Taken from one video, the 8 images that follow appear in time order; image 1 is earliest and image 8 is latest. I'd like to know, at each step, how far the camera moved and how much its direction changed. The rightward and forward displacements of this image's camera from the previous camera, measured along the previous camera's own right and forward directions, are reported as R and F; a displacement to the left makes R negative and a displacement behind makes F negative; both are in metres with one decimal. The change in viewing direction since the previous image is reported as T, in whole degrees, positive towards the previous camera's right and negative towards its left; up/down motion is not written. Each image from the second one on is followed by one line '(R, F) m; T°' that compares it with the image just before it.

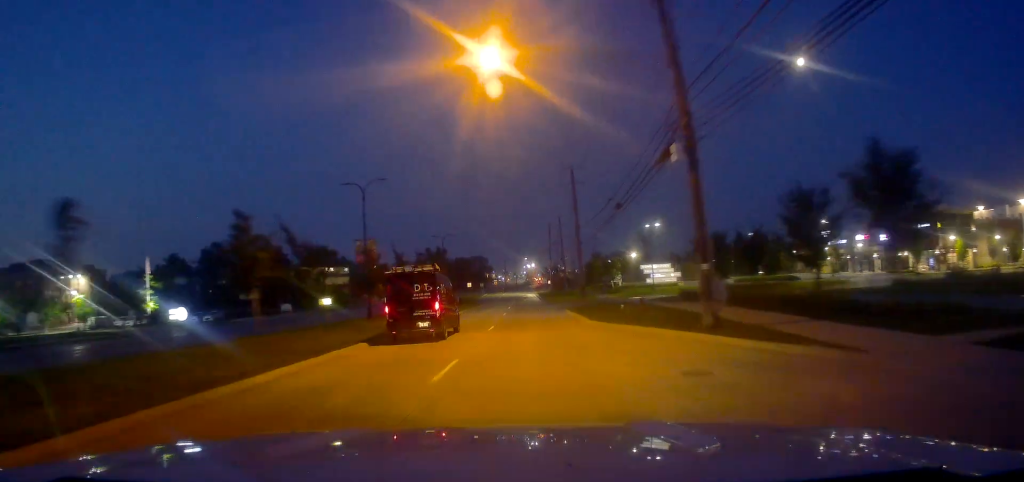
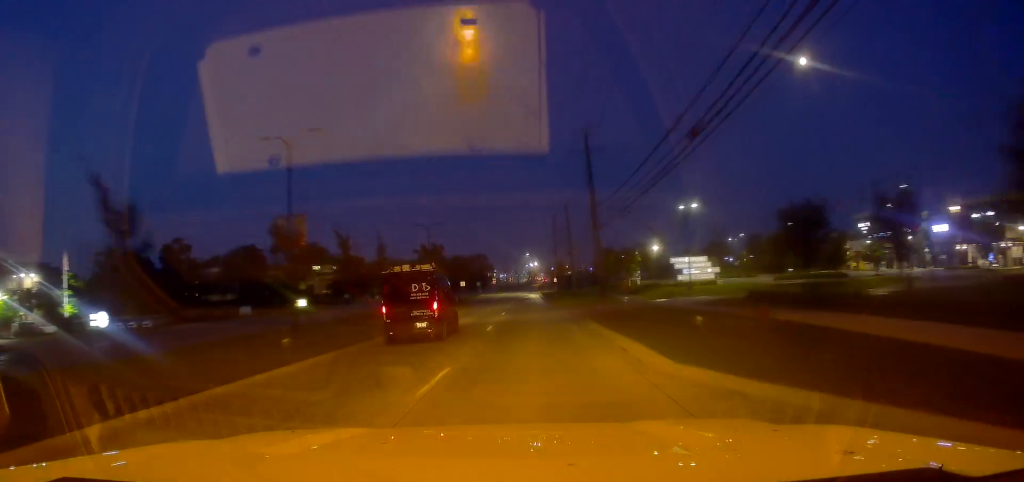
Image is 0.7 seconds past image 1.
(-0.3, +15.4) m; +1°
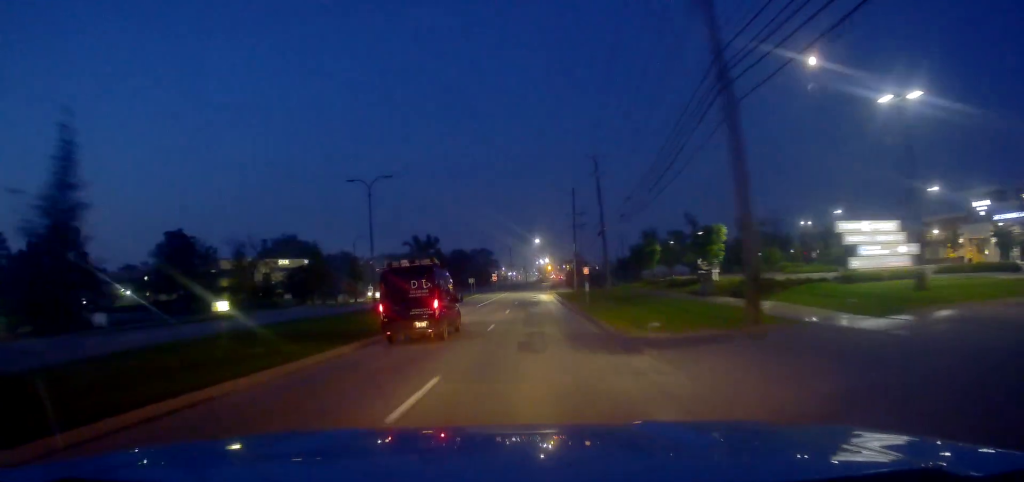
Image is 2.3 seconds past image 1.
(+0.3, +33.3) m; -1°
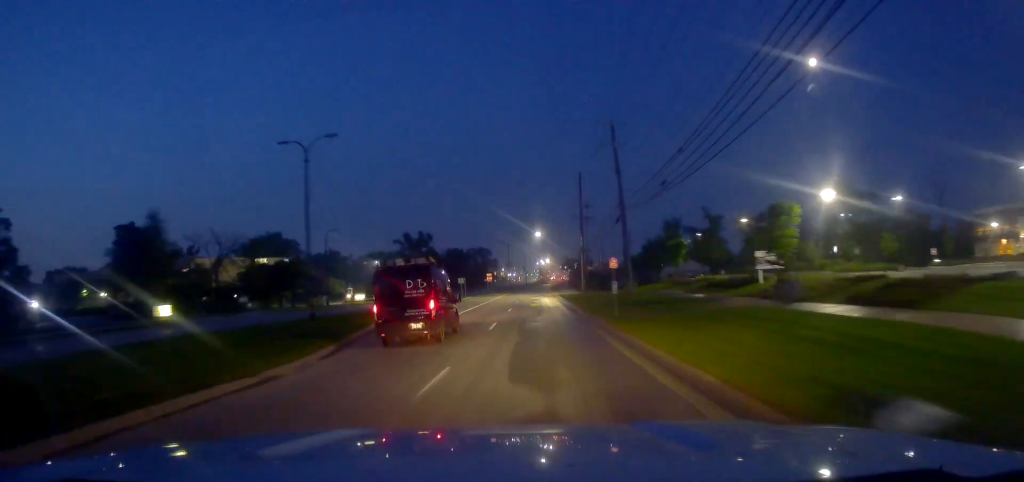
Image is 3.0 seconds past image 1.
(-0.2, +14.8) m; 0°
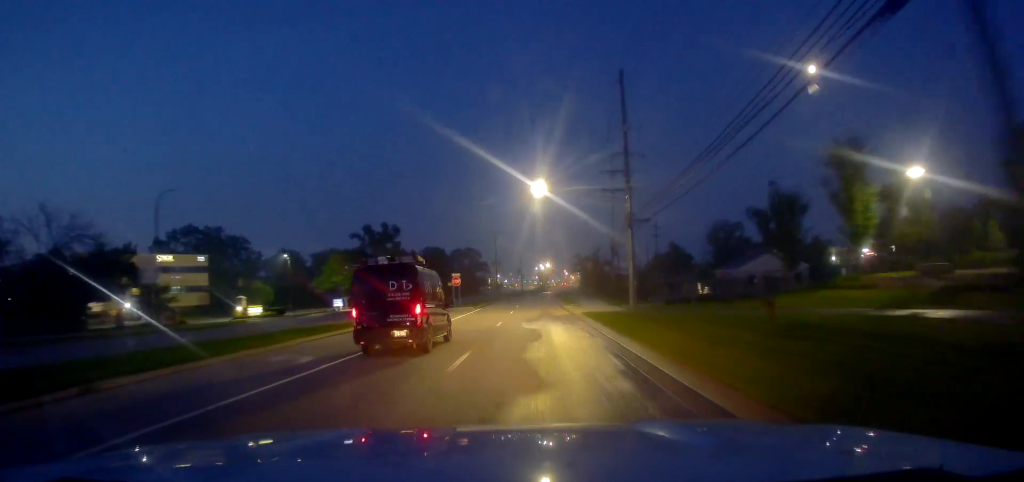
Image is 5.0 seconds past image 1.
(+0.1, +41.7) m; 0°
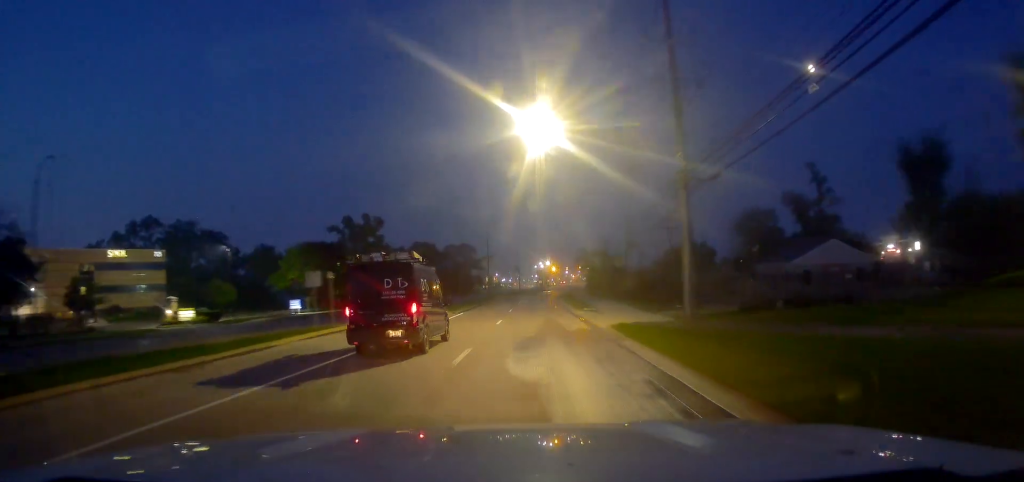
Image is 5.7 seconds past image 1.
(+0.2, +14.7) m; 0°
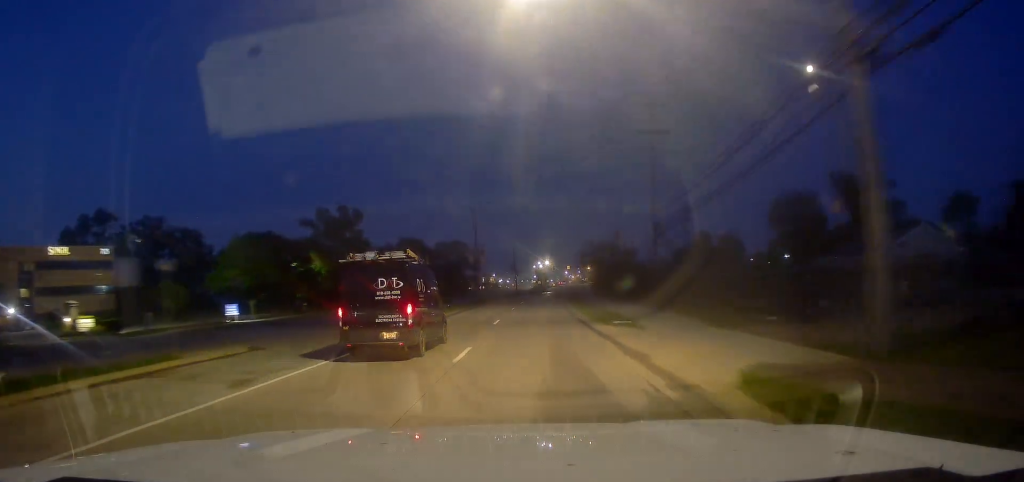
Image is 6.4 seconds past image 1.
(-0.2, +14.8) m; -1°
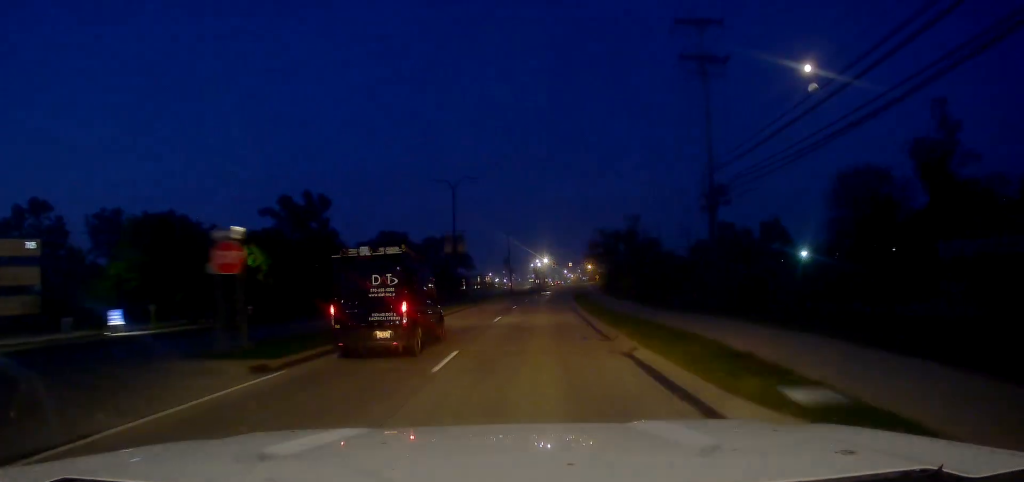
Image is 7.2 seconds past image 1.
(-0.1, +16.8) m; 0°
